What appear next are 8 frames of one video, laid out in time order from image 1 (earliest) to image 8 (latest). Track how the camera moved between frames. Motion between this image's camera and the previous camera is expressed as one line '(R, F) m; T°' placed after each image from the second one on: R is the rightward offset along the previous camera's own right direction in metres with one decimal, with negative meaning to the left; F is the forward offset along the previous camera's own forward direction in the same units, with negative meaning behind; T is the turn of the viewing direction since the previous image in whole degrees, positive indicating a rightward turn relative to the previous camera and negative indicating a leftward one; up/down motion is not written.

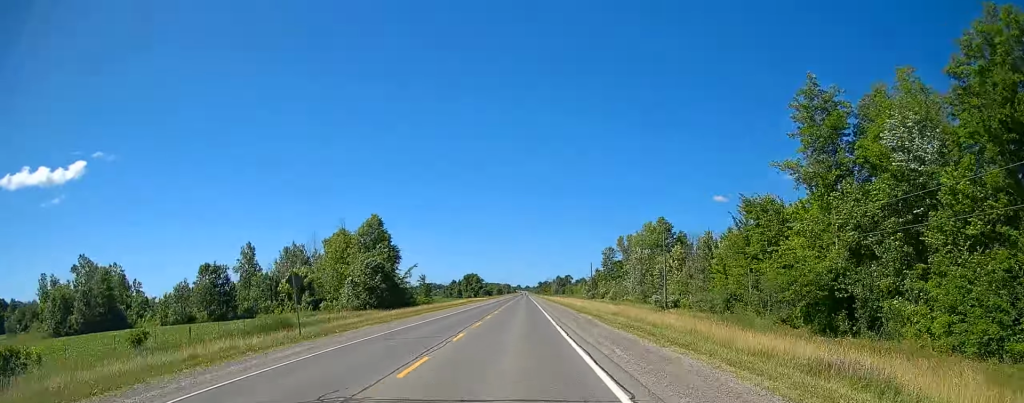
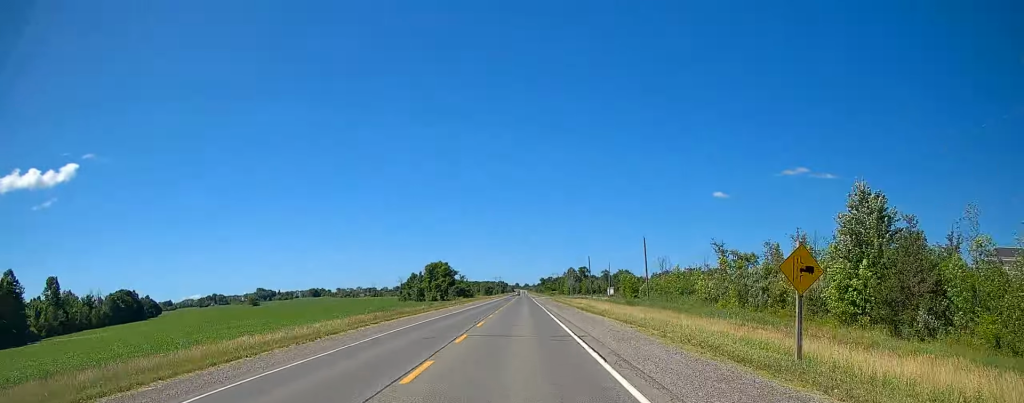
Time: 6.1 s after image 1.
(-0.5, +168.3) m; 0°
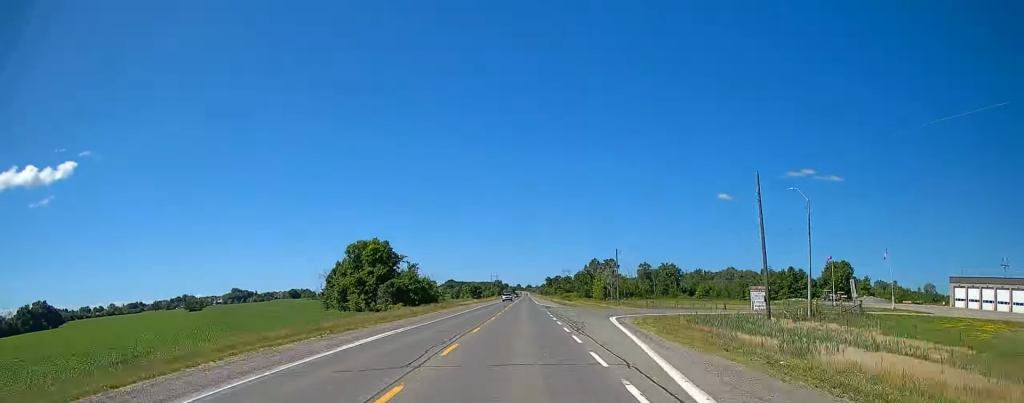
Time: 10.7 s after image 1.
(+0.3, +129.1) m; 0°
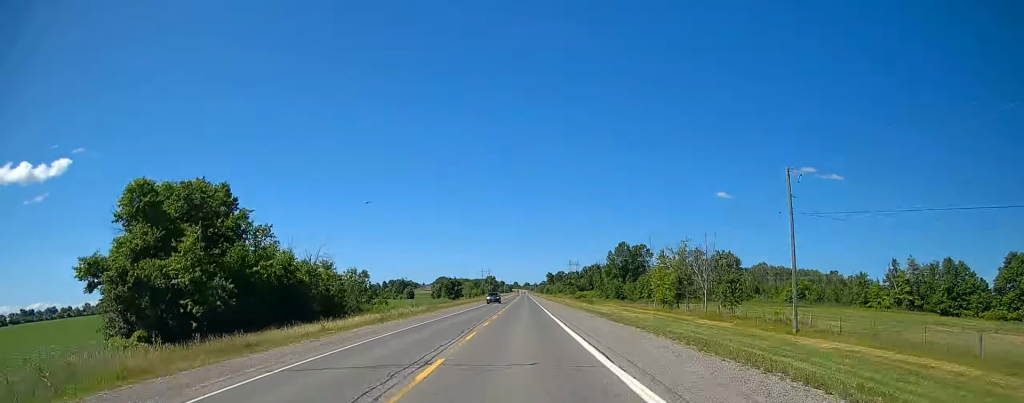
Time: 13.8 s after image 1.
(+0.2, +91.0) m; 0°
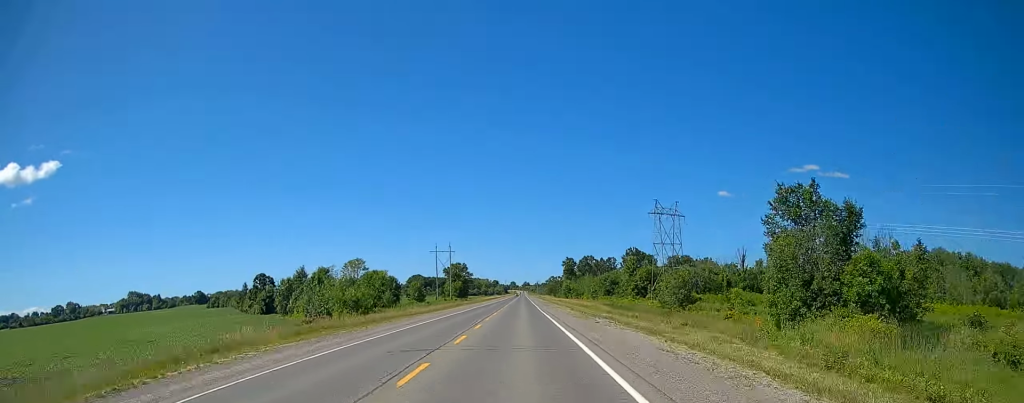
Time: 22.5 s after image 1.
(-1.3, +244.0) m; 0°
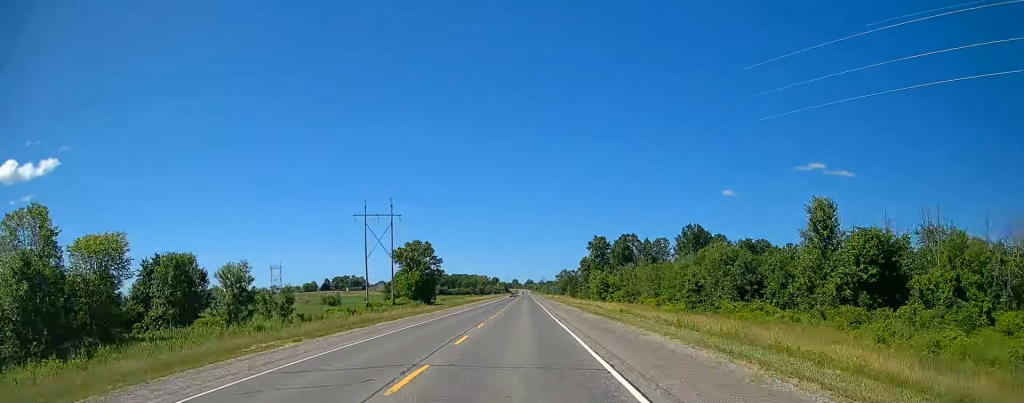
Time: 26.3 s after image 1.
(+0.1, +107.5) m; 0°
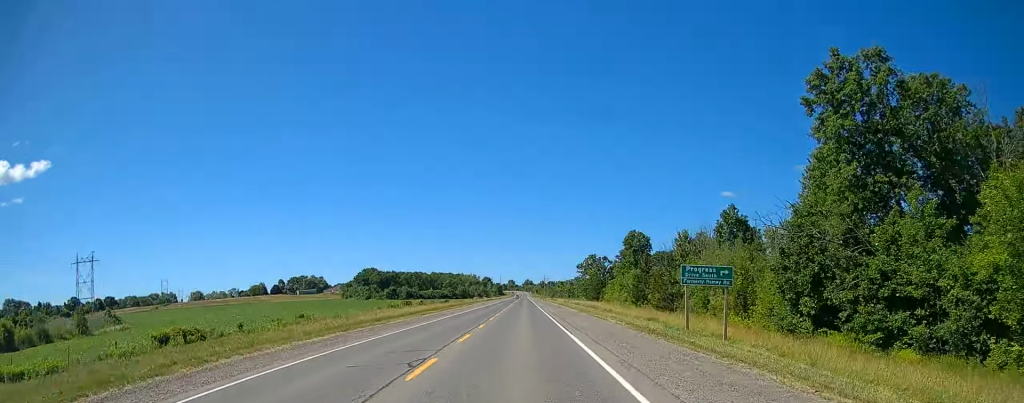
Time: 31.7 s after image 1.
(+0.3, +151.5) m; 0°
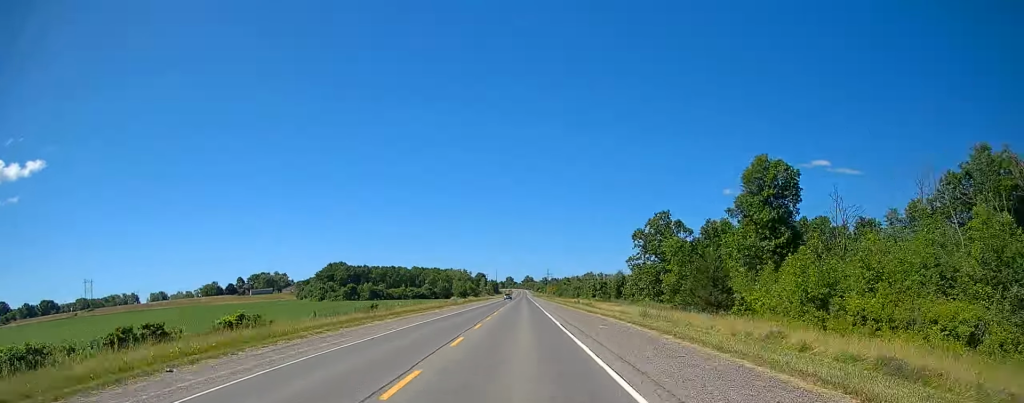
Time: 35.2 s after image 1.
(-0.2, +112.3) m; 0°
